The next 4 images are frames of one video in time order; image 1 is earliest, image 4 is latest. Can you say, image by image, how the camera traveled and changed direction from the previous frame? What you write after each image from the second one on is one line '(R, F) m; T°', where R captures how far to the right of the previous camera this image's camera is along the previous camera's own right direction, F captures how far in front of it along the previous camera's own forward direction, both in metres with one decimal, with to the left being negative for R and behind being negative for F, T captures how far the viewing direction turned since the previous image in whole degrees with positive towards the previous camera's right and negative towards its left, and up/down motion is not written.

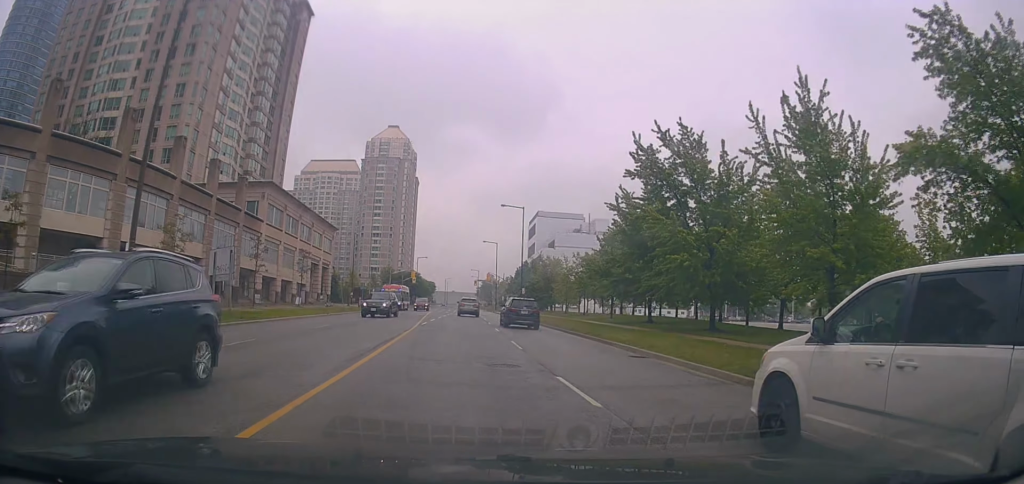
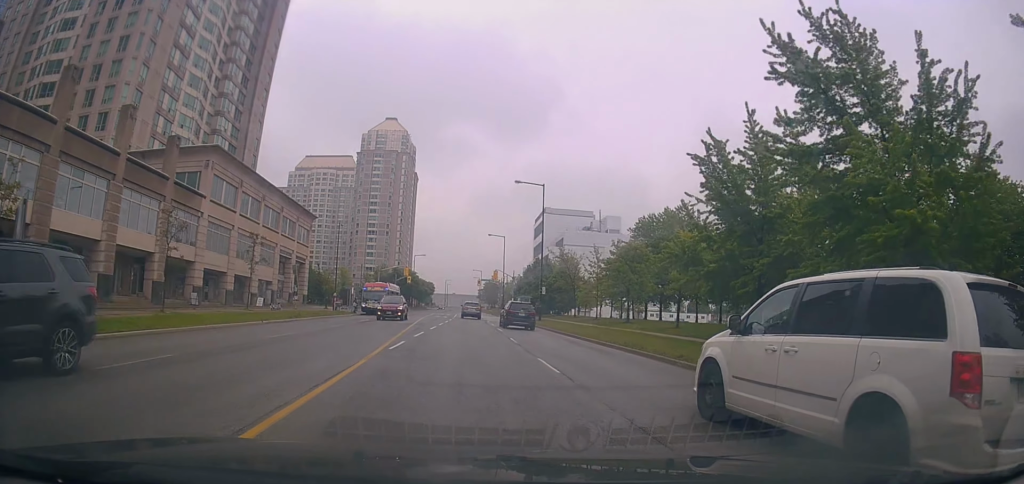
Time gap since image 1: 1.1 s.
(-0.1, +14.4) m; +1°
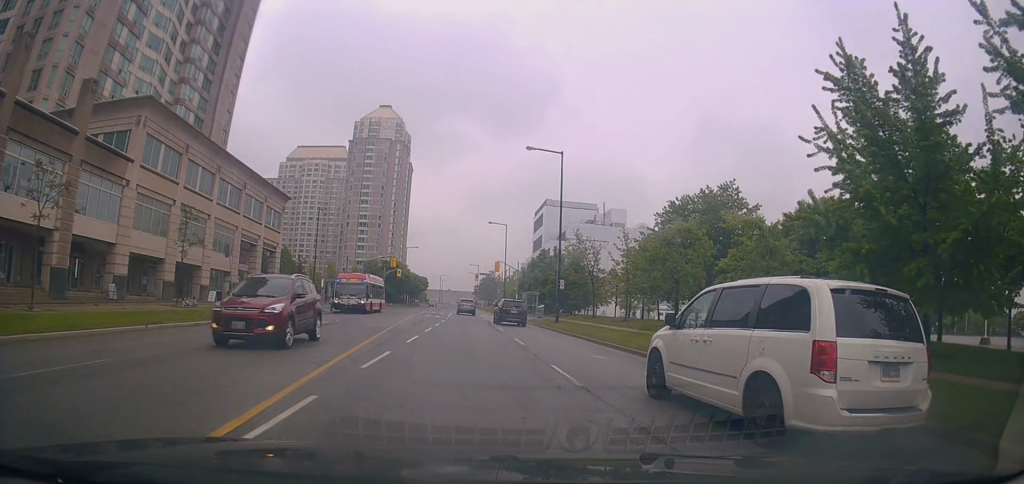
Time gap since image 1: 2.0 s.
(+0.2, +10.9) m; +1°
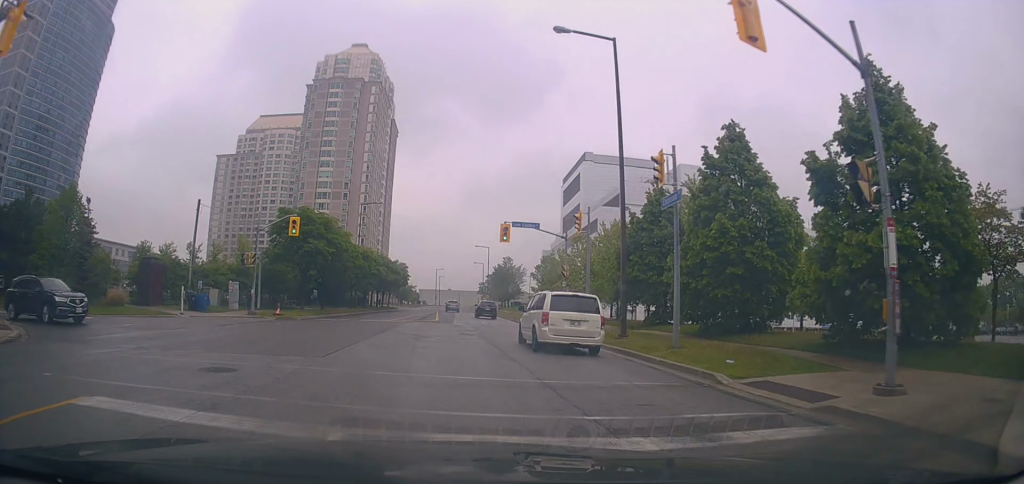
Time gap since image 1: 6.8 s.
(0.0, +59.4) m; -2°
